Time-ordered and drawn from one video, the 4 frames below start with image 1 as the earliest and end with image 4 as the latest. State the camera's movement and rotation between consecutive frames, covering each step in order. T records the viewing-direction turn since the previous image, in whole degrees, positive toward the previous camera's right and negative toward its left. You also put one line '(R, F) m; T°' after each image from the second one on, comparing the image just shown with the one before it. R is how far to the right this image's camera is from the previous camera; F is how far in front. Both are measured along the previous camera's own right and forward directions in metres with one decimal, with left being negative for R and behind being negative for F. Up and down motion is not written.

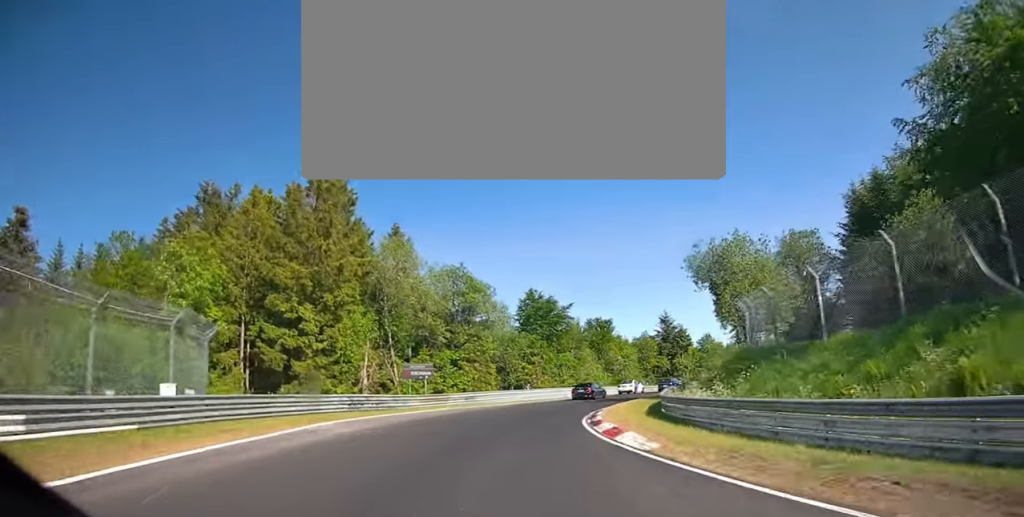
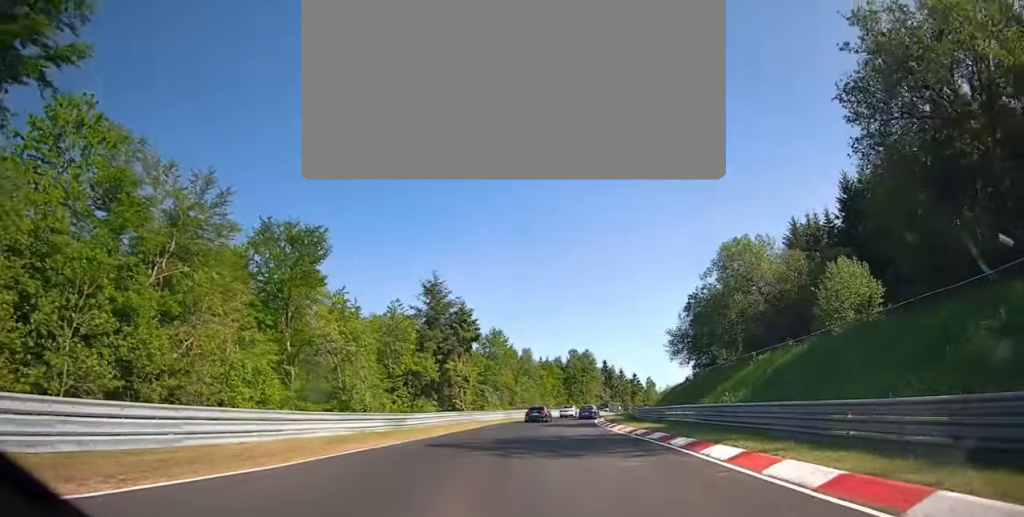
(+11.6, +48.0) m; +29°
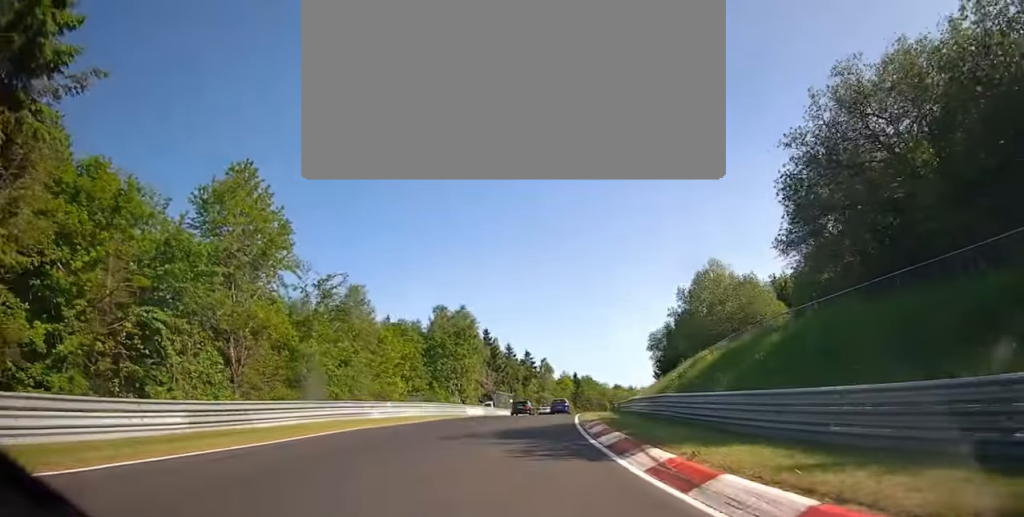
(+7.9, +47.3) m; +14°
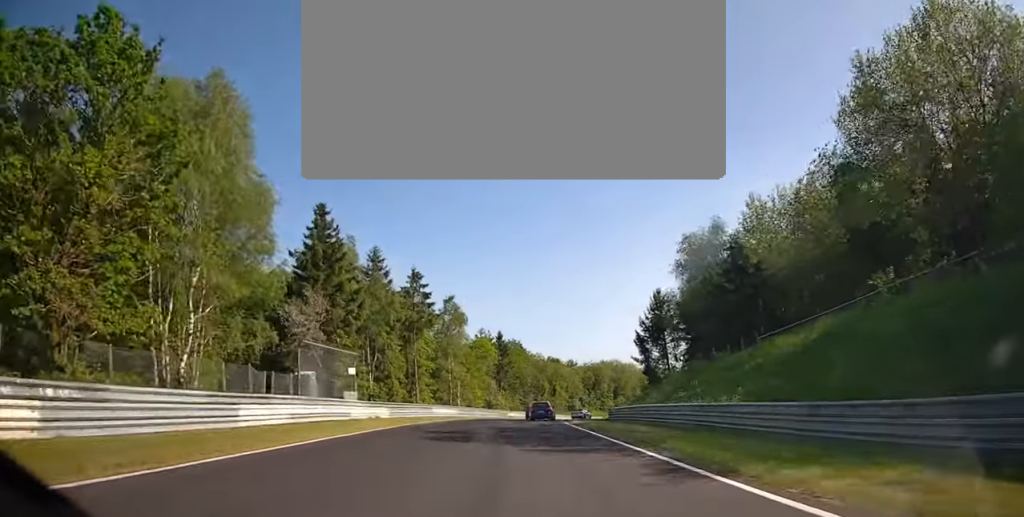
(+3.3, +56.2) m; +8°
